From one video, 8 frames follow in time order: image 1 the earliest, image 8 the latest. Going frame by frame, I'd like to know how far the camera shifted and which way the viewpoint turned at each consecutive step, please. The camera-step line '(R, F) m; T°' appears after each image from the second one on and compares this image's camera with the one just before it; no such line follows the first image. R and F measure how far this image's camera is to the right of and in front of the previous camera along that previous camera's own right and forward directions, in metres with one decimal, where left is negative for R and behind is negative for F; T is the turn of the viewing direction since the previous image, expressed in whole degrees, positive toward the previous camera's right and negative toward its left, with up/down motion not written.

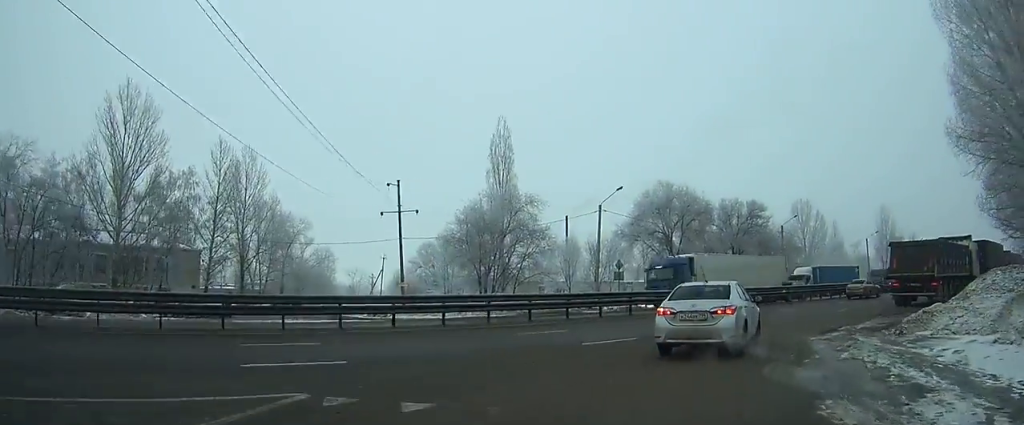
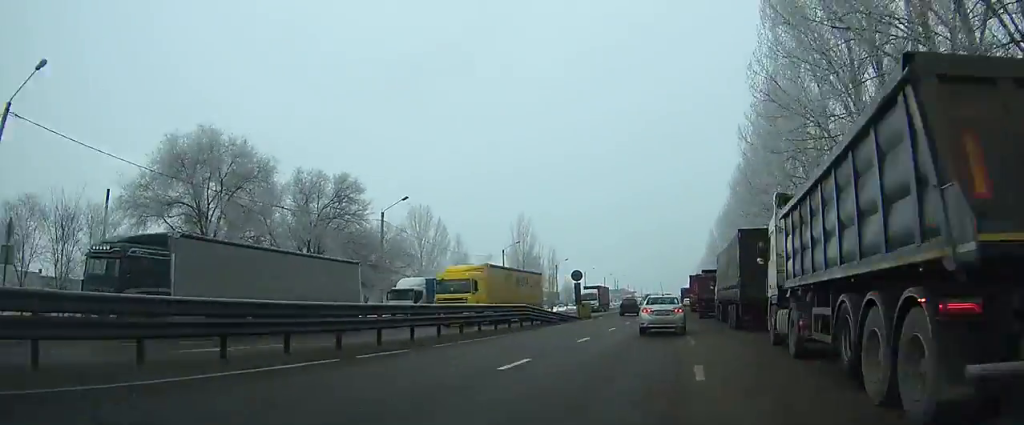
(+9.2, +32.4) m; +24°
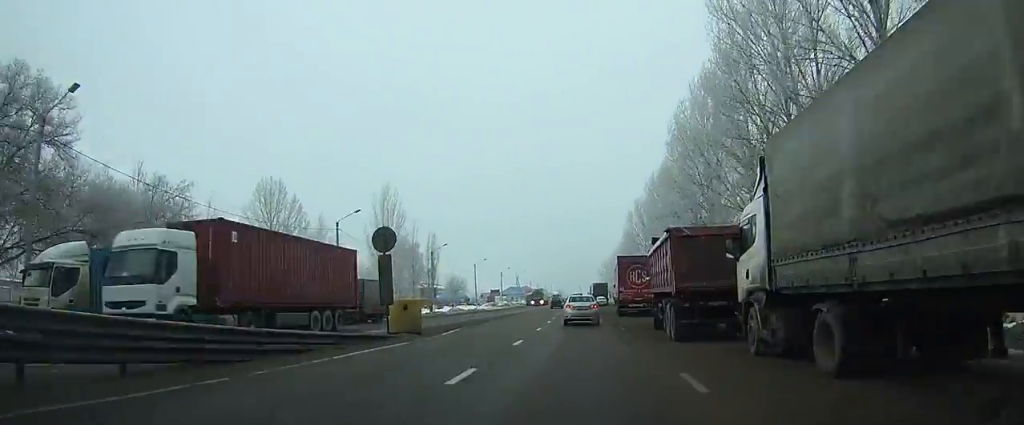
(+1.6, +27.1) m; +4°
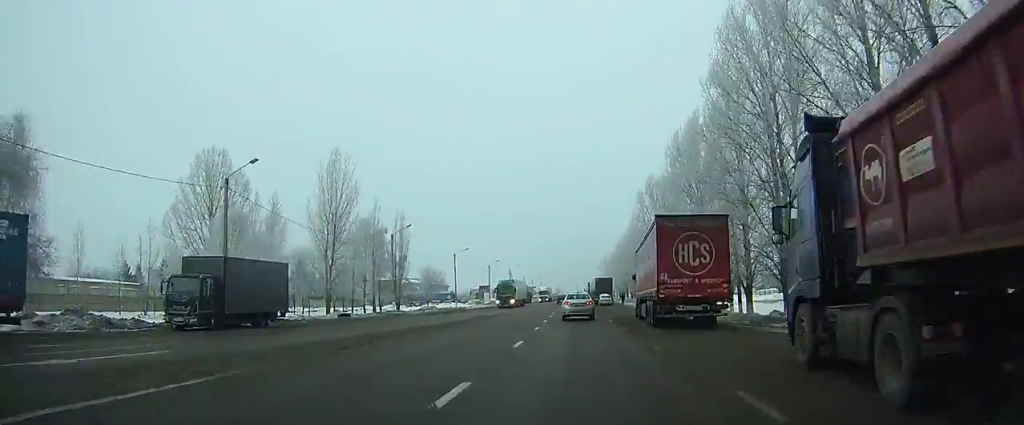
(+0.1, +17.3) m; 0°
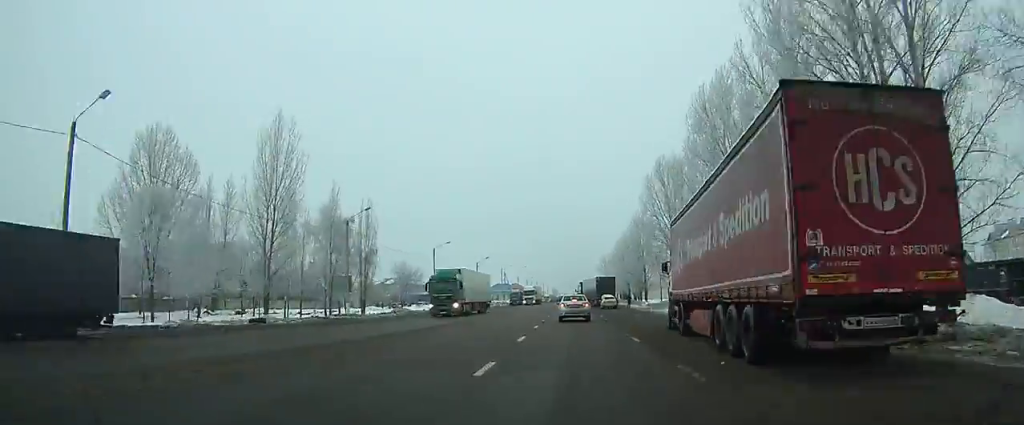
(0.0, +12.3) m; 0°
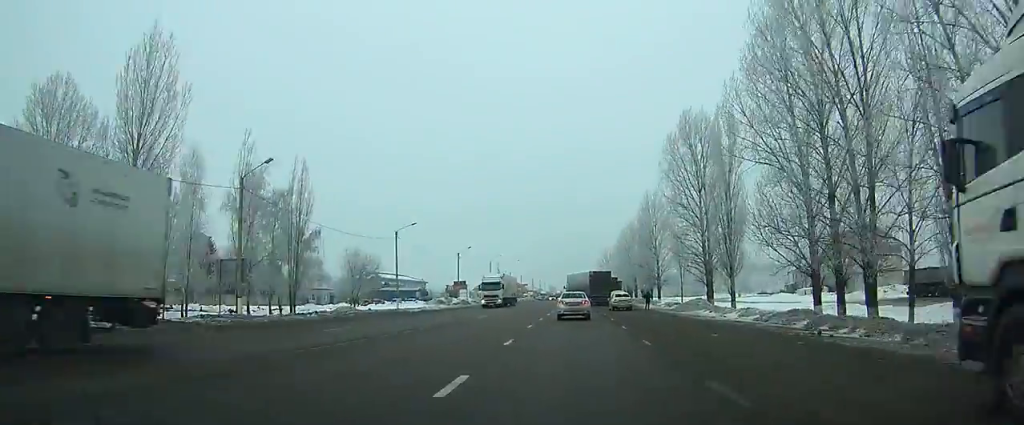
(-0.1, +16.3) m; 0°
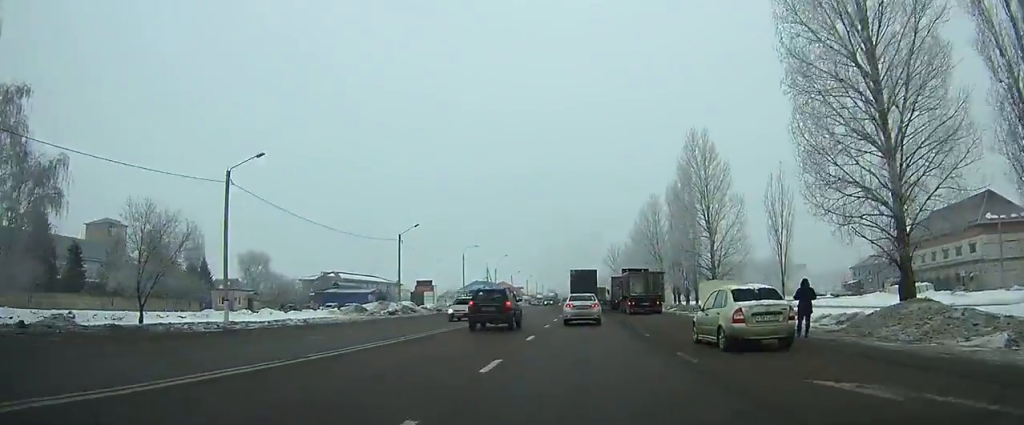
(+0.3, +35.3) m; +2°
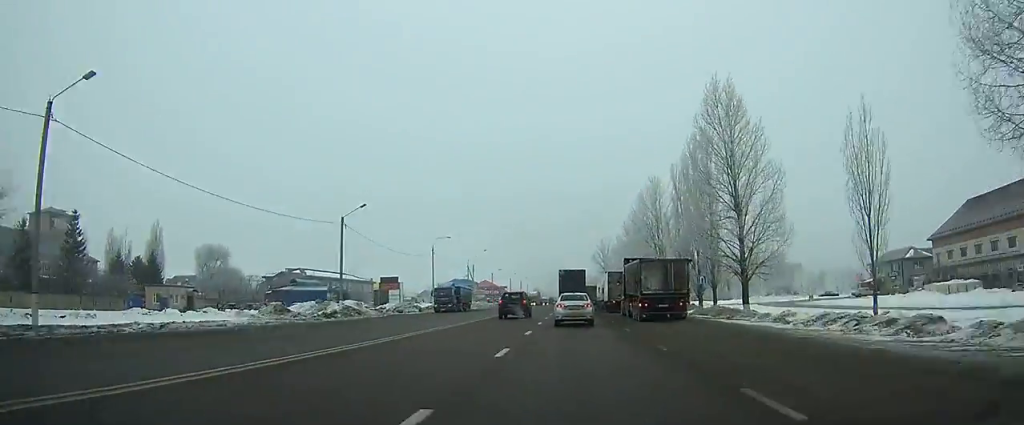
(+0.3, +13.0) m; 0°
